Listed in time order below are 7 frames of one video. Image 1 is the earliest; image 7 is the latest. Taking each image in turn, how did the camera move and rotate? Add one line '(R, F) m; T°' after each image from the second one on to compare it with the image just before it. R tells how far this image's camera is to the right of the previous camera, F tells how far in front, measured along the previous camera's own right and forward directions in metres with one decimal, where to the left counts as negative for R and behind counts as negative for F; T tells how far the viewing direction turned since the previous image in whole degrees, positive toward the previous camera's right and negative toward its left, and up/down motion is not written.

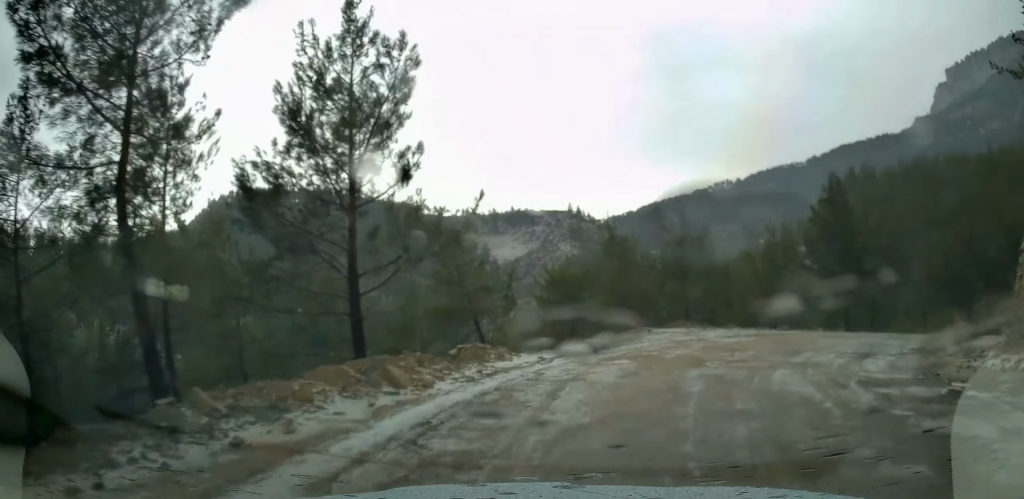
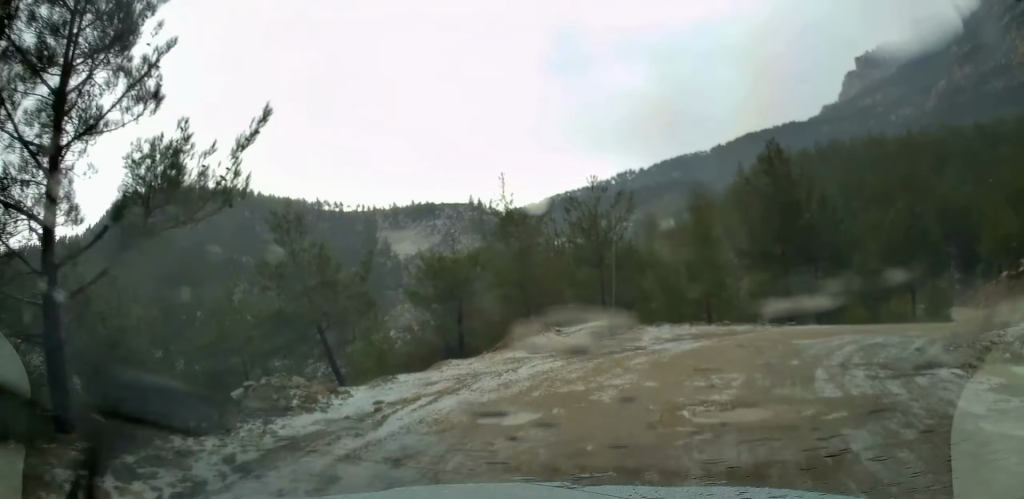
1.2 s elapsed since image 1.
(+0.4, +6.2) m; +7°
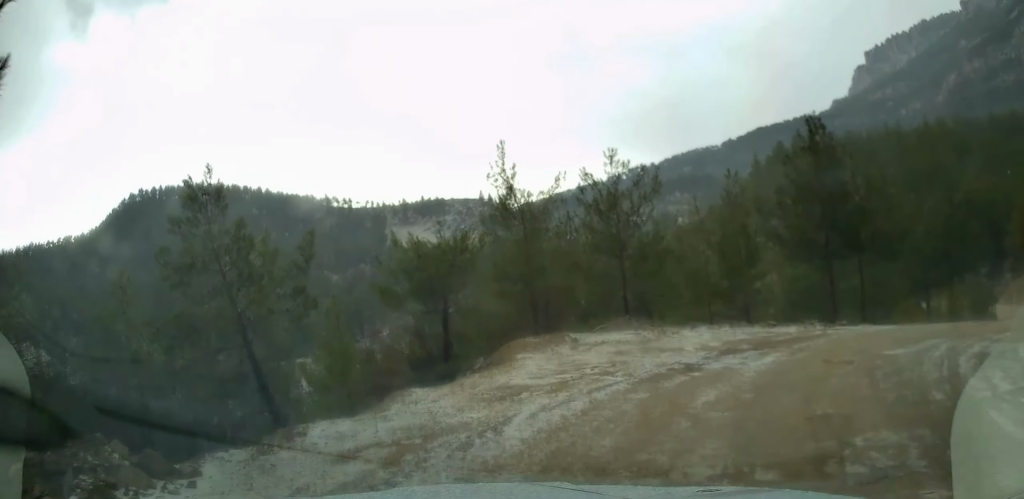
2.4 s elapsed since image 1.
(+0.2, +4.9) m; +6°
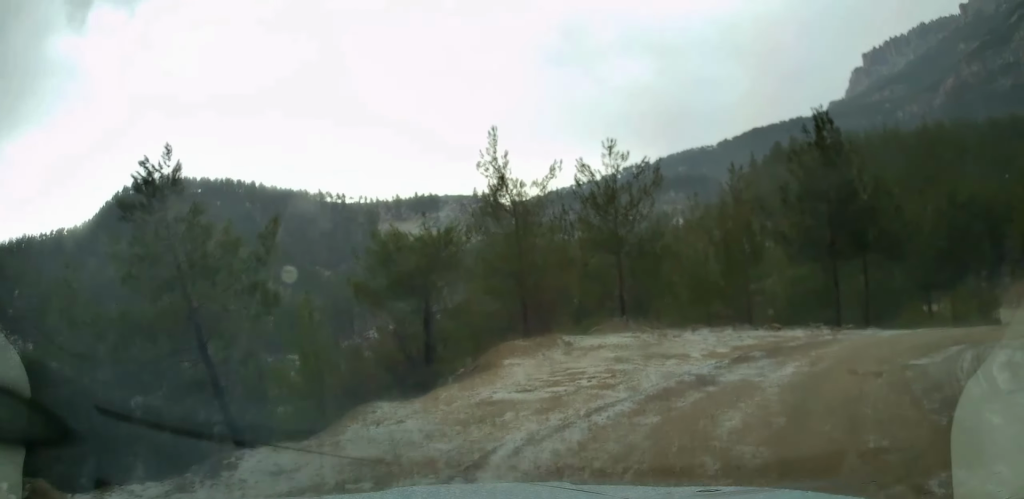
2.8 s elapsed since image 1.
(0.0, +1.5) m; +3°
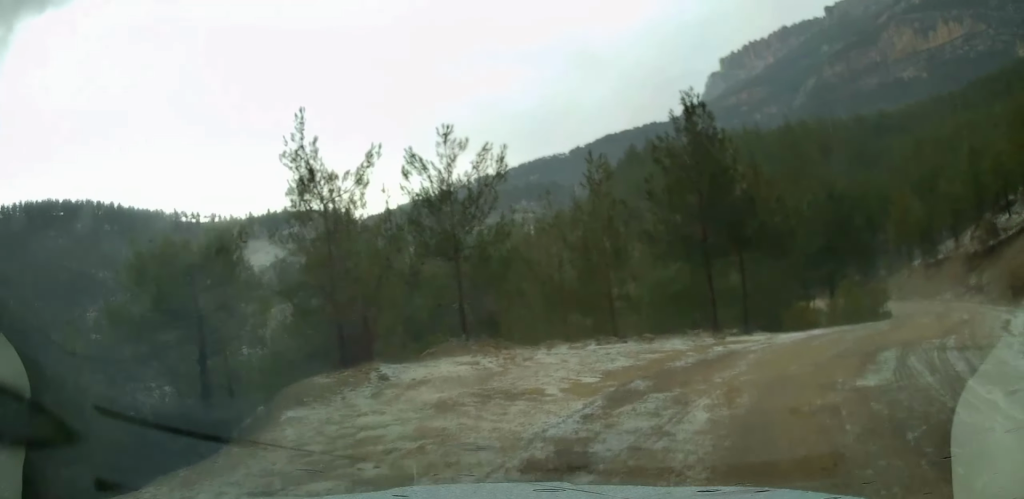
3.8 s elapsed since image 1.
(+0.3, +3.6) m; +10°
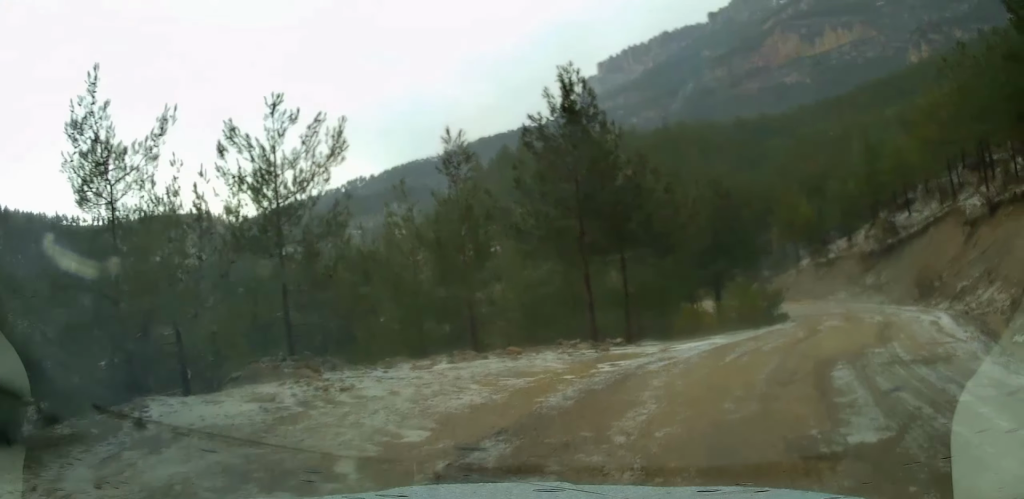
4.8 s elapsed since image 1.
(+0.3, +3.6) m; +12°
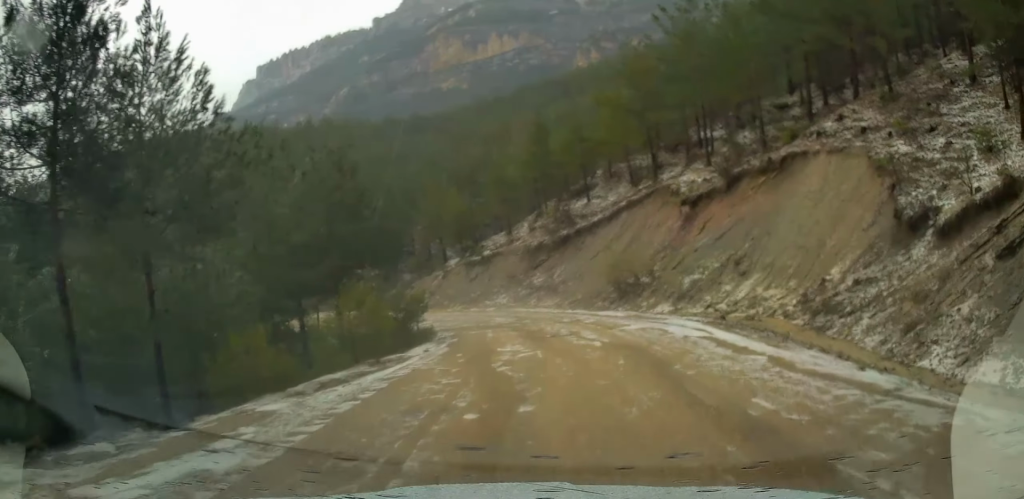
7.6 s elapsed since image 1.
(+4.1, +11.7) m; +31°
